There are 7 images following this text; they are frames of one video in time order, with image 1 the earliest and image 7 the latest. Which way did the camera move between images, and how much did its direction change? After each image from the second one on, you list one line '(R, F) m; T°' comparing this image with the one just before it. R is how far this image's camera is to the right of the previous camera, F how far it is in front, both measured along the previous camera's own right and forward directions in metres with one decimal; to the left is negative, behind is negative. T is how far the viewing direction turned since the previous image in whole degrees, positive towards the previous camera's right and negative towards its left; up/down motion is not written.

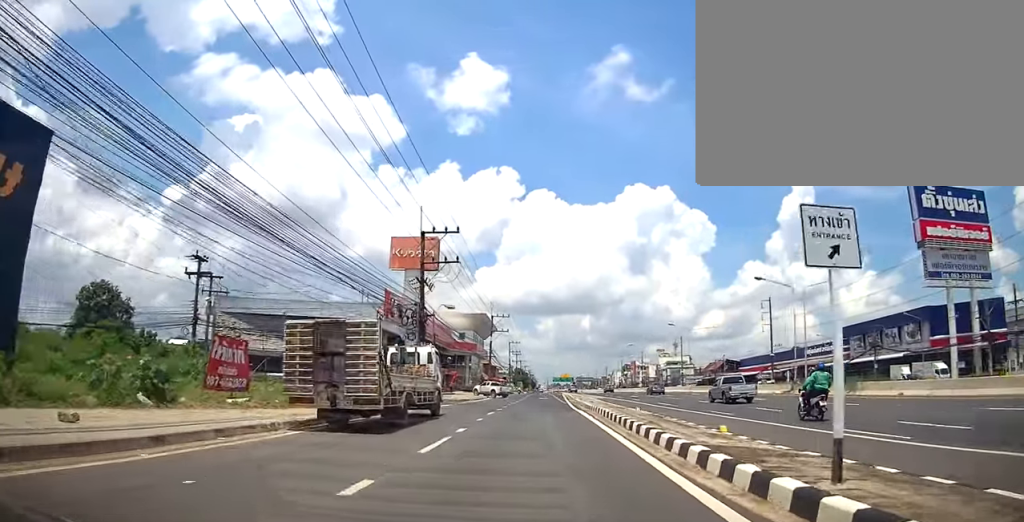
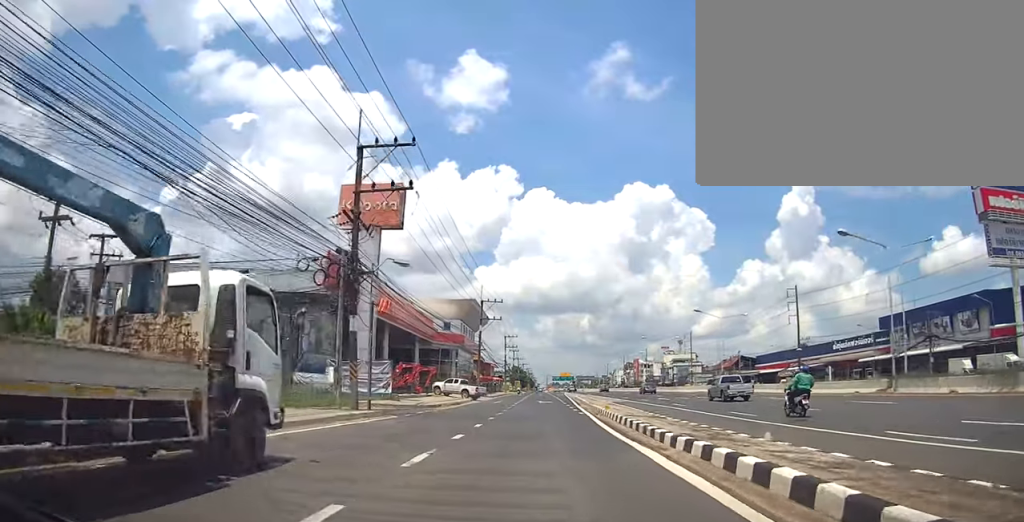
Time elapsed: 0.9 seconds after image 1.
(-0.6, +14.5) m; 0°
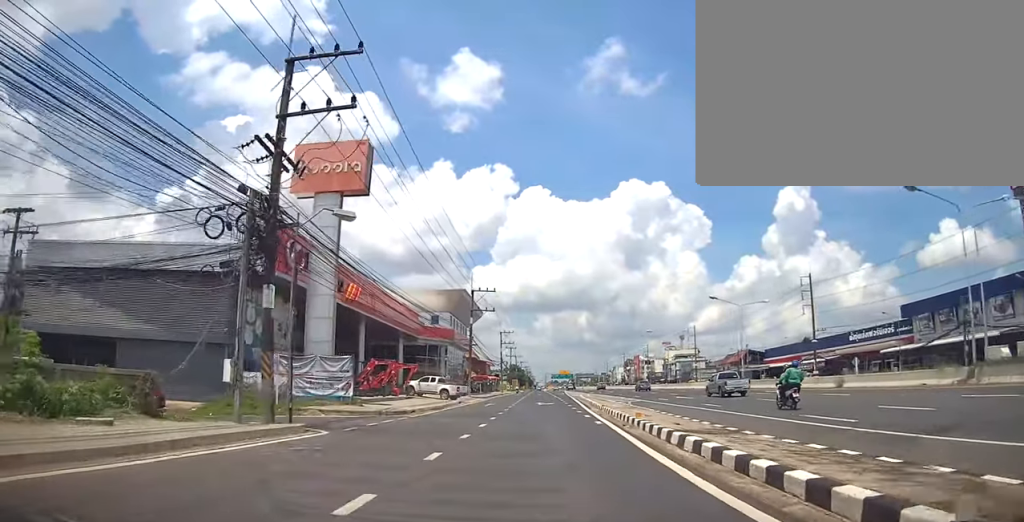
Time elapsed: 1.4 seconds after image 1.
(+0.1, +7.4) m; 0°
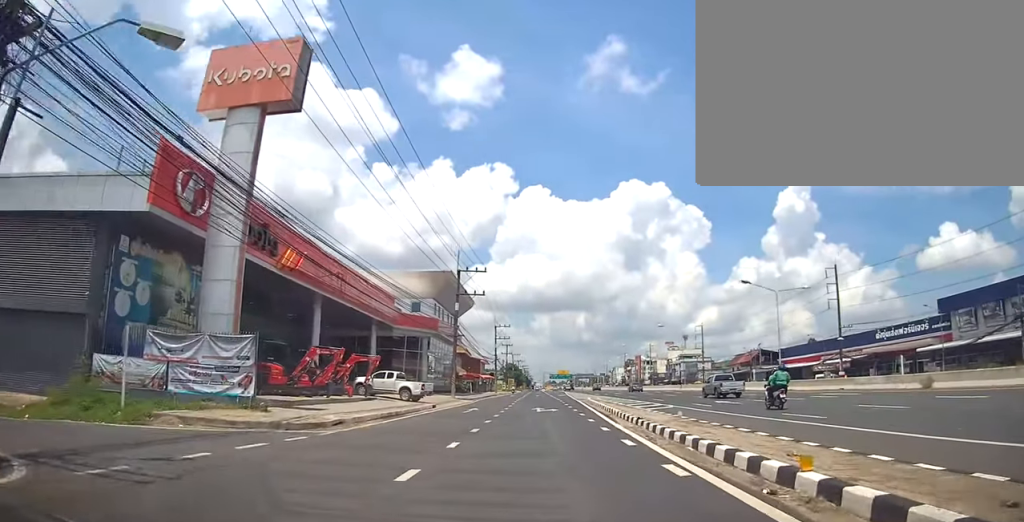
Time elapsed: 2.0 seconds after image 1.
(+0.6, +9.7) m; 0°
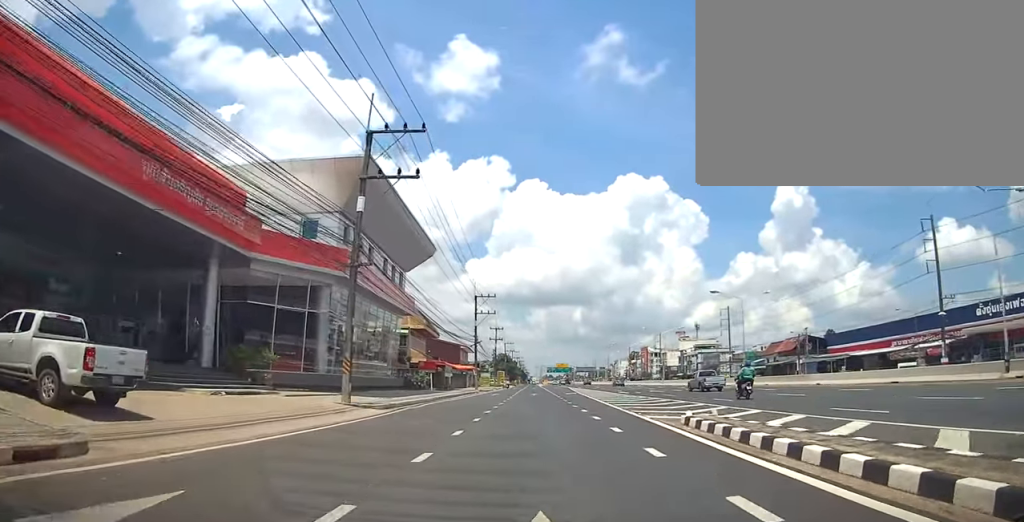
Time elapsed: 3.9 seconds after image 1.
(-0.2, +28.0) m; +3°
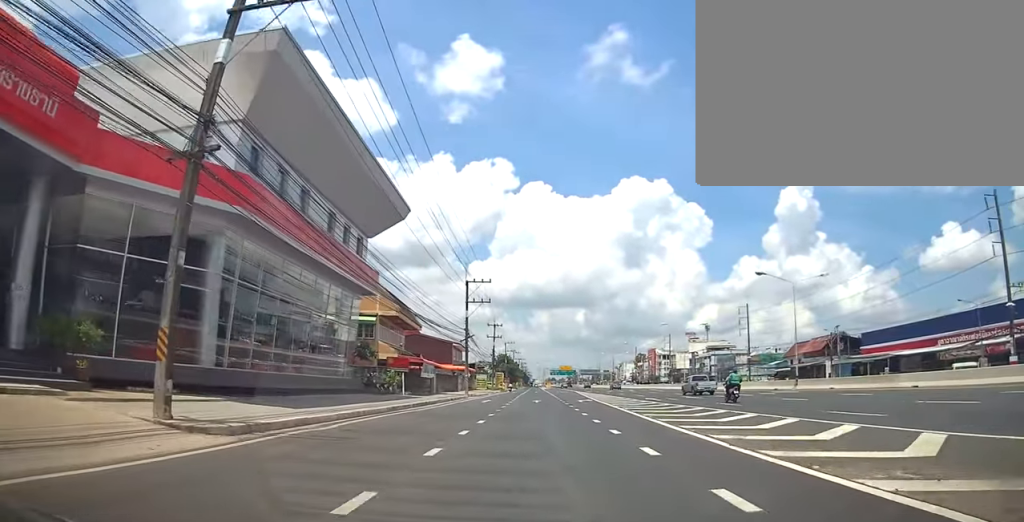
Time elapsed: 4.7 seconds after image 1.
(+0.2, +11.9) m; -1°
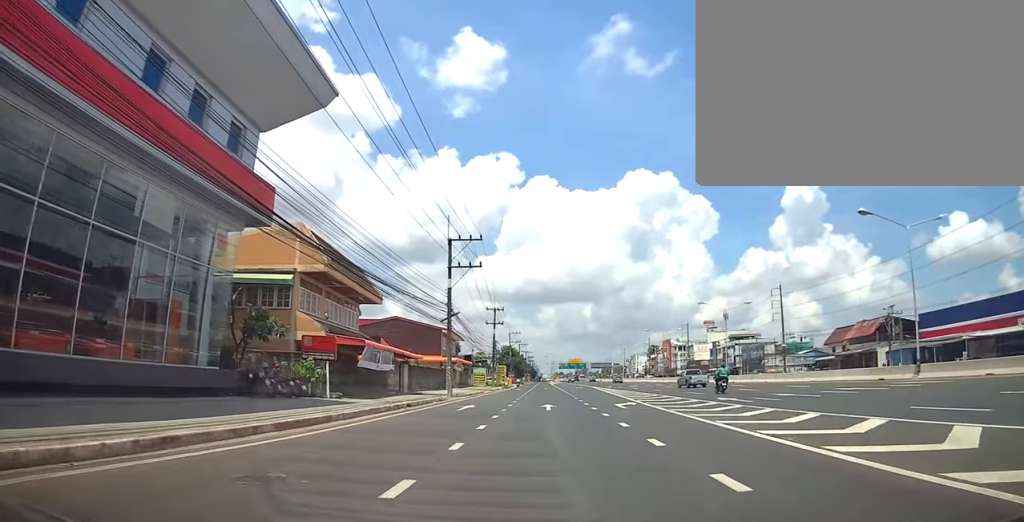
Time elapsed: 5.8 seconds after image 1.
(-0.5, +16.0) m; -3°
